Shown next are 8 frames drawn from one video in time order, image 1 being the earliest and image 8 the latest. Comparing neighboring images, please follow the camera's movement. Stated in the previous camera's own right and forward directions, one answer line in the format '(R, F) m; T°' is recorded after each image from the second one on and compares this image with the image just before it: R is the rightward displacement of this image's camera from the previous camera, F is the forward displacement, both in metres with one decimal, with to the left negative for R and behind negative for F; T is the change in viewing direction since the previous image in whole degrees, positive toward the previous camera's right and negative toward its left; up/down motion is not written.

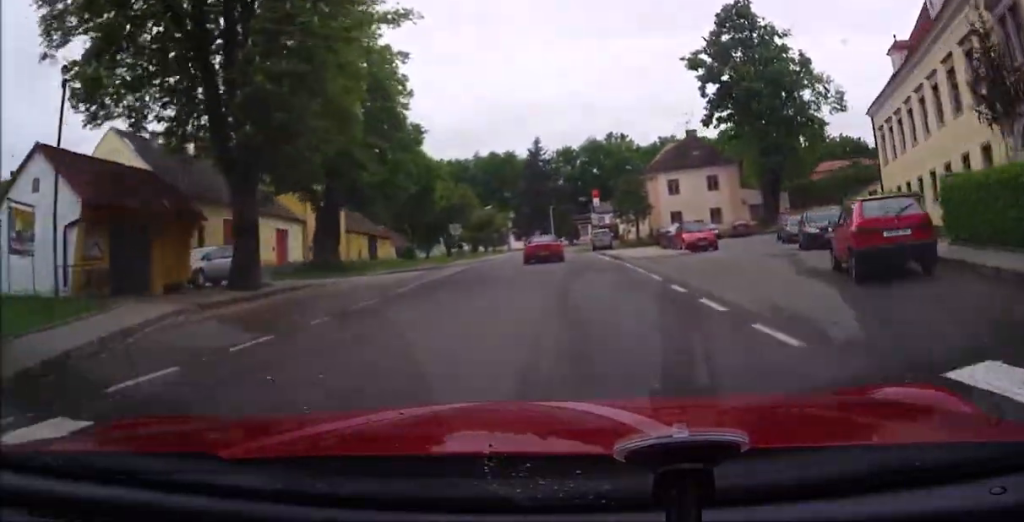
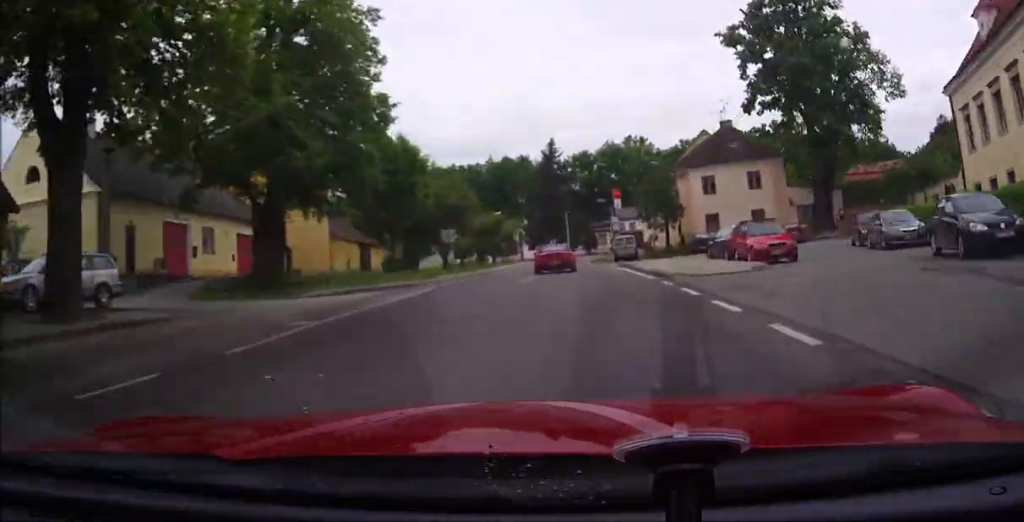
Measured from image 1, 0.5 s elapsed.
(0.0, +9.6) m; 0°
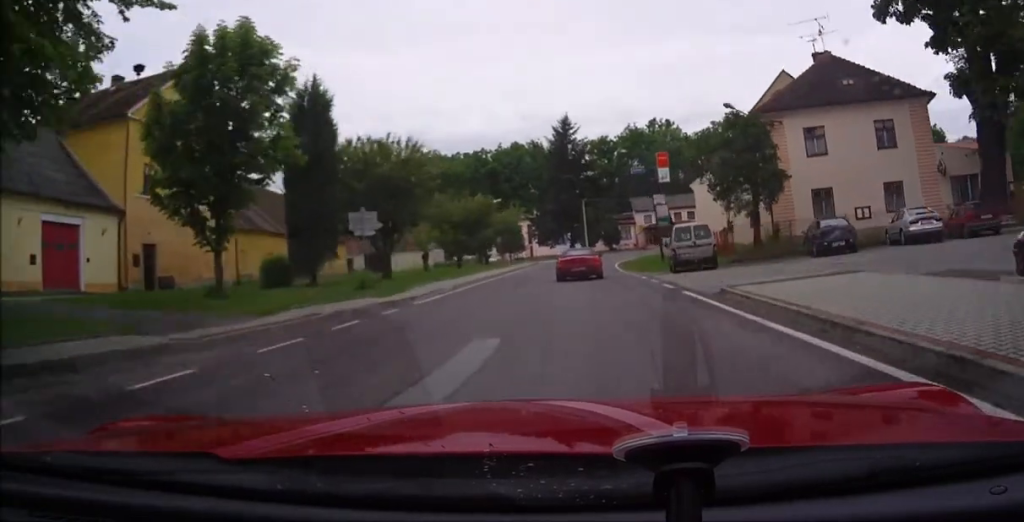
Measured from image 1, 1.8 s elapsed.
(0.0, +23.2) m; -1°
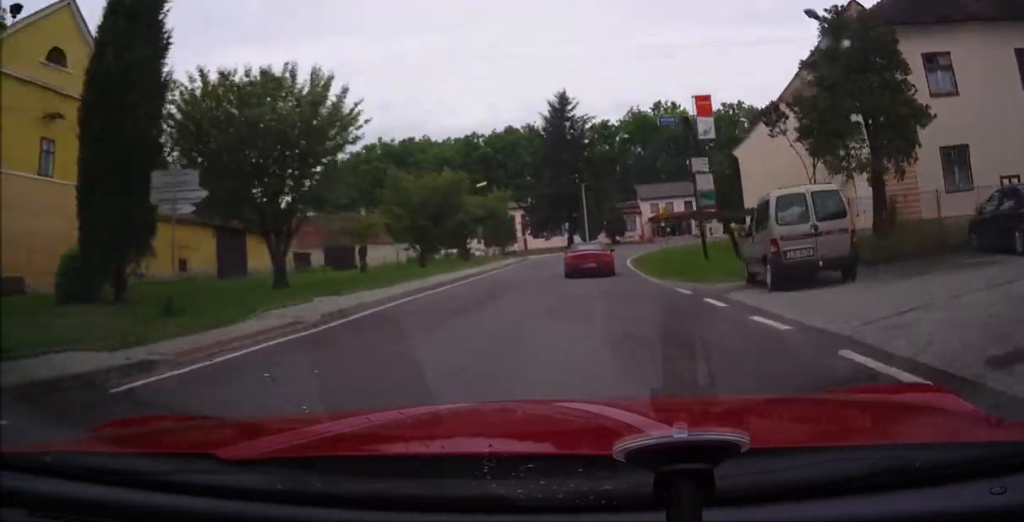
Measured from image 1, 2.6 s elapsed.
(+0.3, +14.1) m; -7°
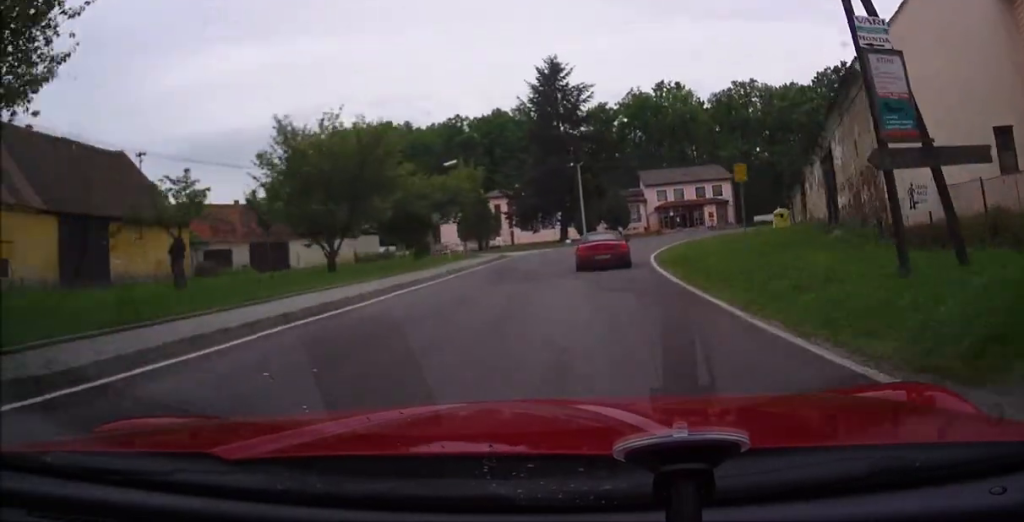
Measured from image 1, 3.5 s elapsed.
(-2.3, +15.8) m; -9°
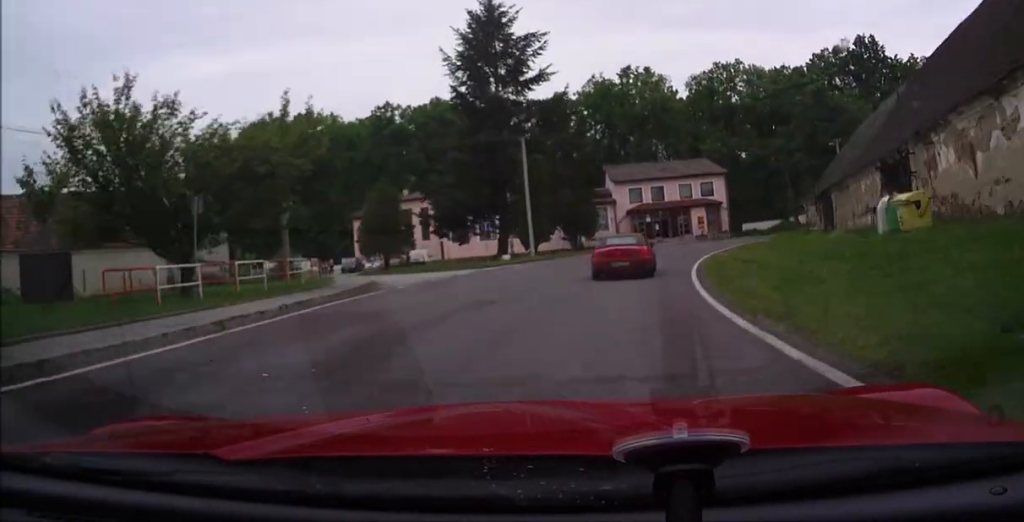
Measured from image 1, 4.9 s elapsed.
(-0.3, +21.7) m; +1°
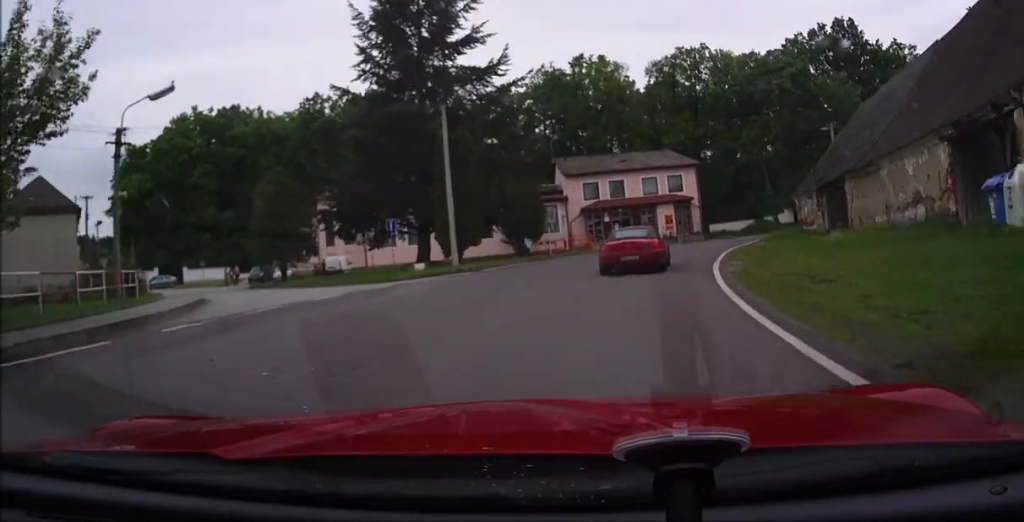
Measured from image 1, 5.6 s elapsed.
(+0.2, +10.7) m; +1°
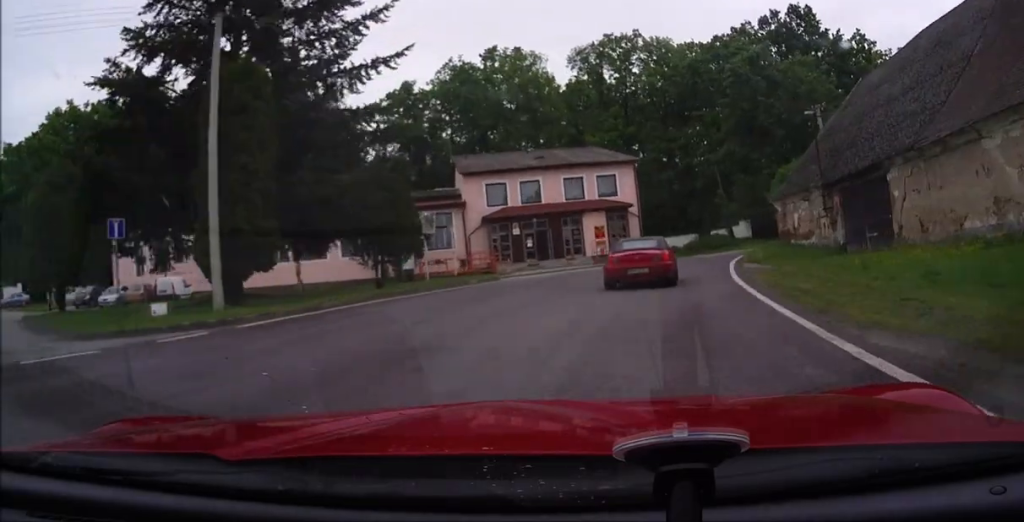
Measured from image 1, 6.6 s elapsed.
(0.0, +14.2) m; +5°
